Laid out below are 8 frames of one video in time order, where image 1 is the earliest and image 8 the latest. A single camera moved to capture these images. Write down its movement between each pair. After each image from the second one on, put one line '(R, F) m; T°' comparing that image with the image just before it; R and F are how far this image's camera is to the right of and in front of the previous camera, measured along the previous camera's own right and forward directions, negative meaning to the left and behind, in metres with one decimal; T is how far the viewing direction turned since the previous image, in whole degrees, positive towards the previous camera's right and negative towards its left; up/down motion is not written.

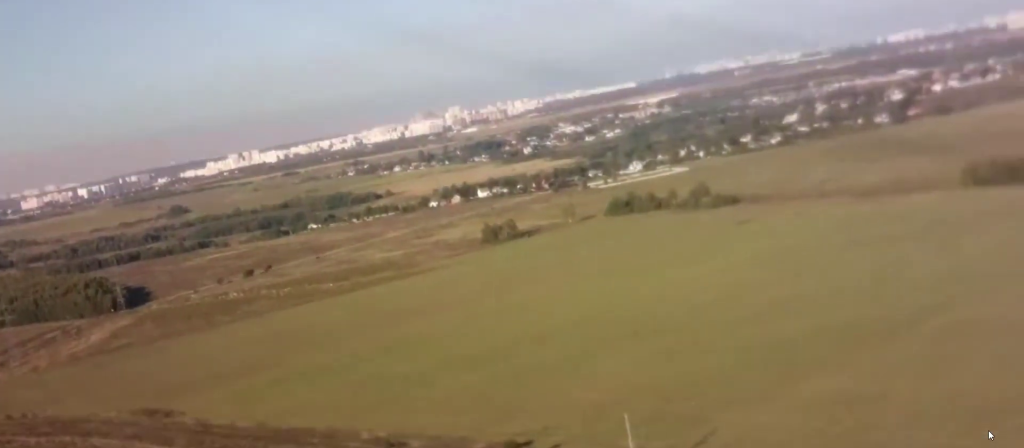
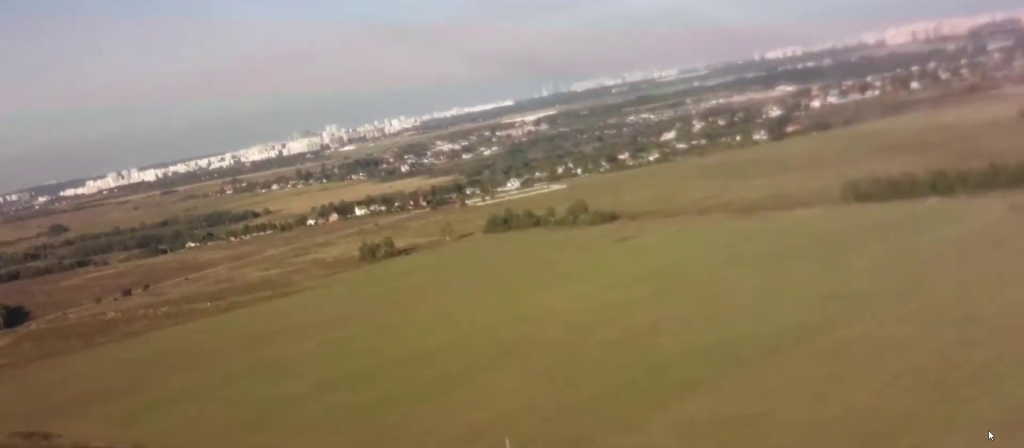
(+0.5, +6.7) m; +4°
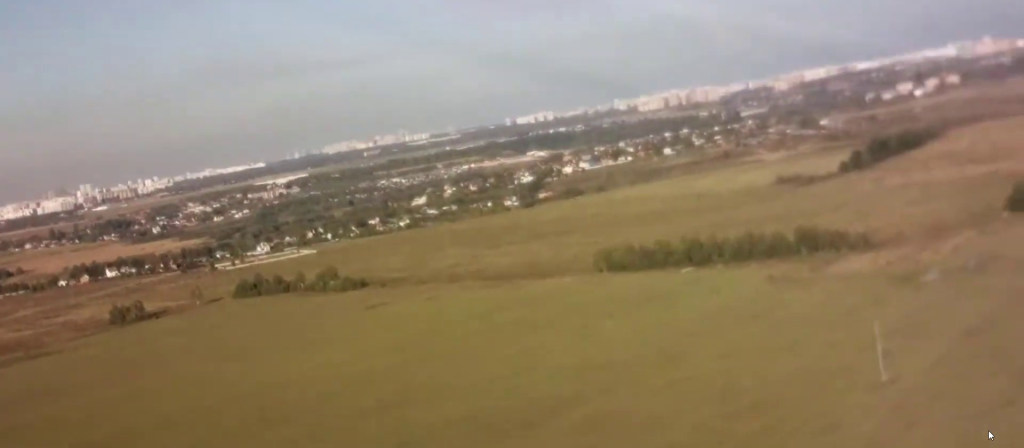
(+0.7, +12.4) m; +7°
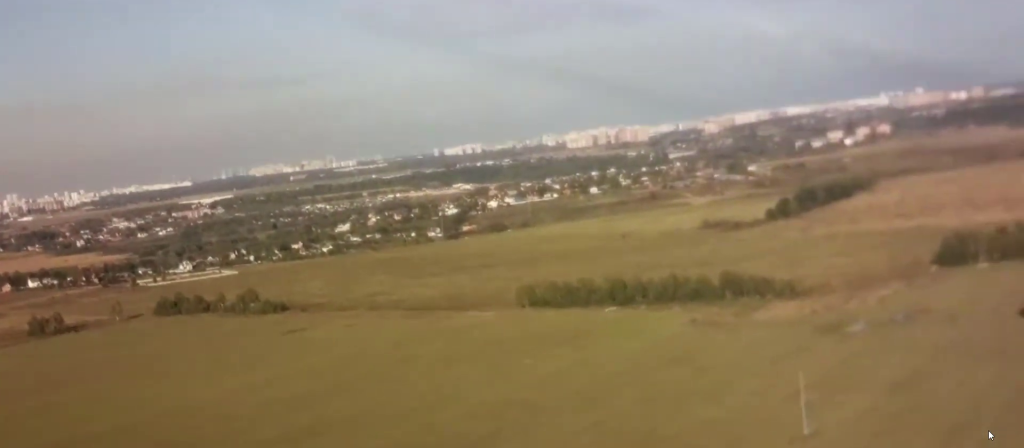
(+0.2, +6.8) m; +4°
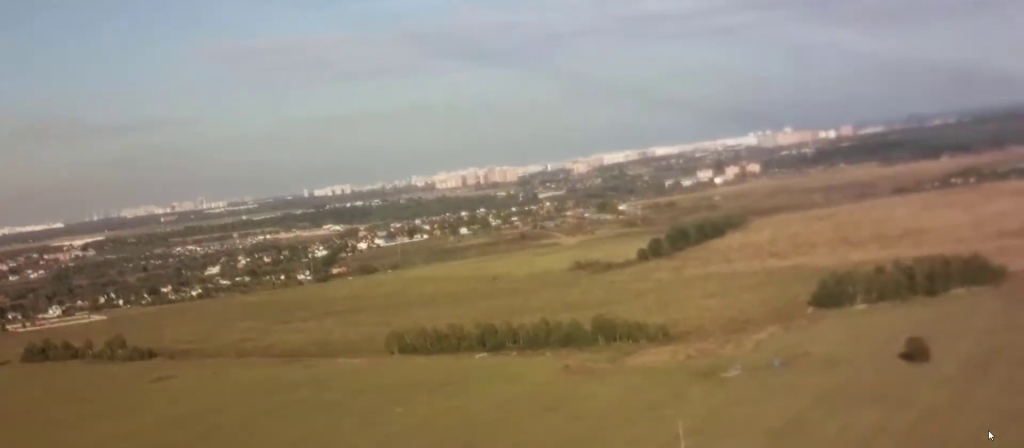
(+1.0, +14.4) m; +6°
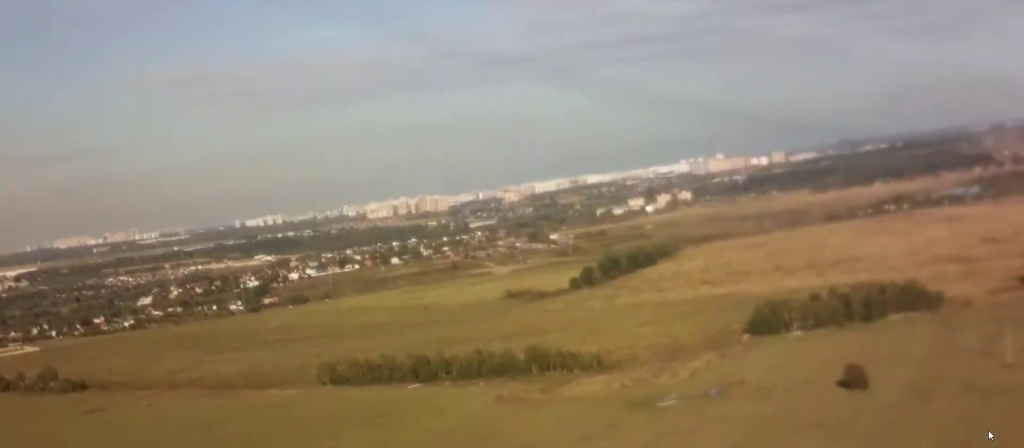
(+0.1, +8.0) m; +3°
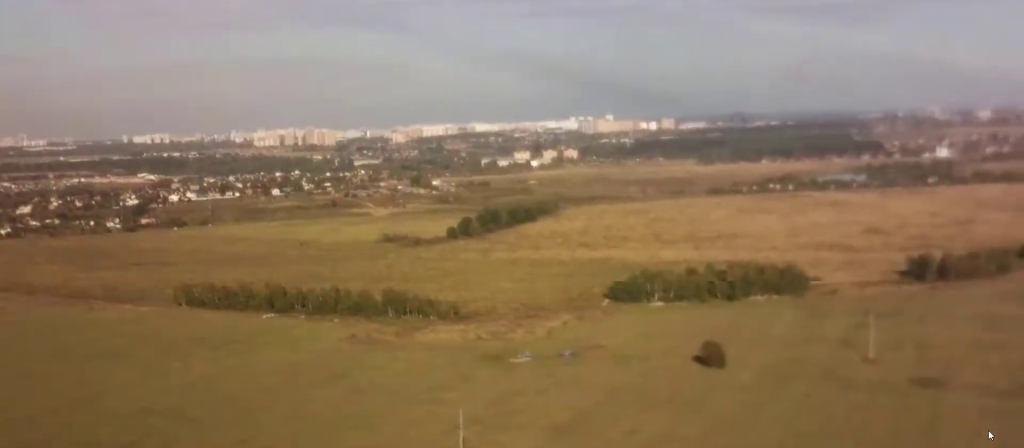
(+0.2, +8.8) m; +3°
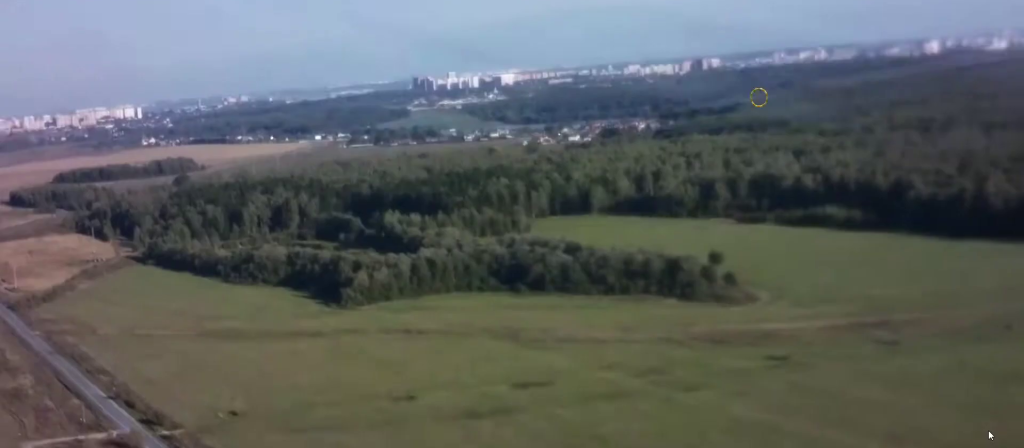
(+6.0, +32.2) m; +27°
